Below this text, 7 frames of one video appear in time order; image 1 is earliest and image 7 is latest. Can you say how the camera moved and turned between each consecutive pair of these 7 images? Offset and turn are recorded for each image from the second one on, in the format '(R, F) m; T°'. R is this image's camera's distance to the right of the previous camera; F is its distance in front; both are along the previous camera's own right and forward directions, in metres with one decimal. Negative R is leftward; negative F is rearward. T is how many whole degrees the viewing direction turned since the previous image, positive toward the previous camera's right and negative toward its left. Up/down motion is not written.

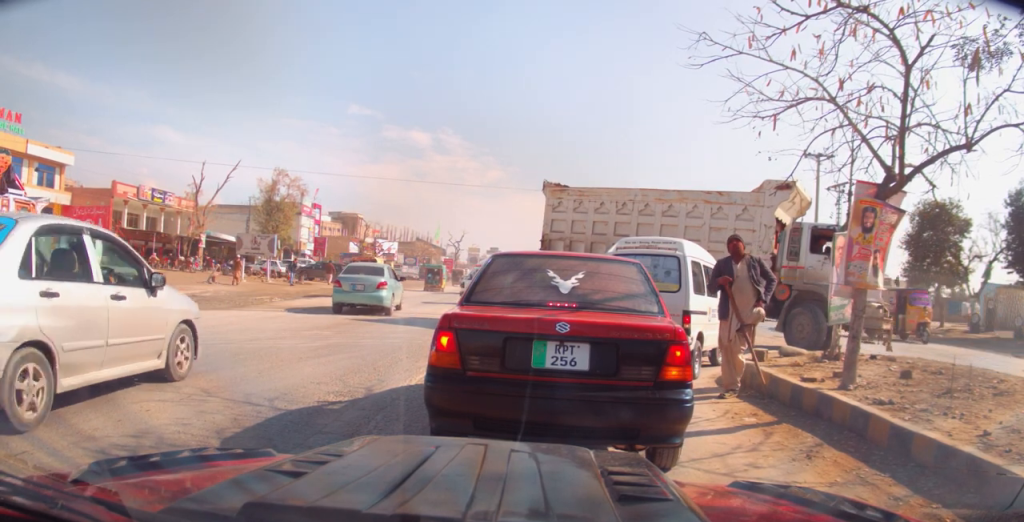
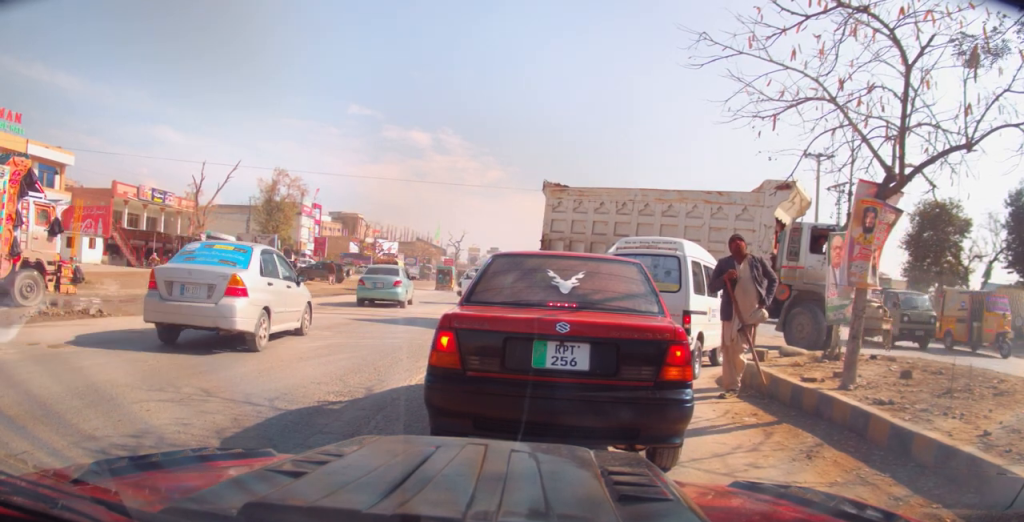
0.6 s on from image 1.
(0.0, 0.0) m; 0°
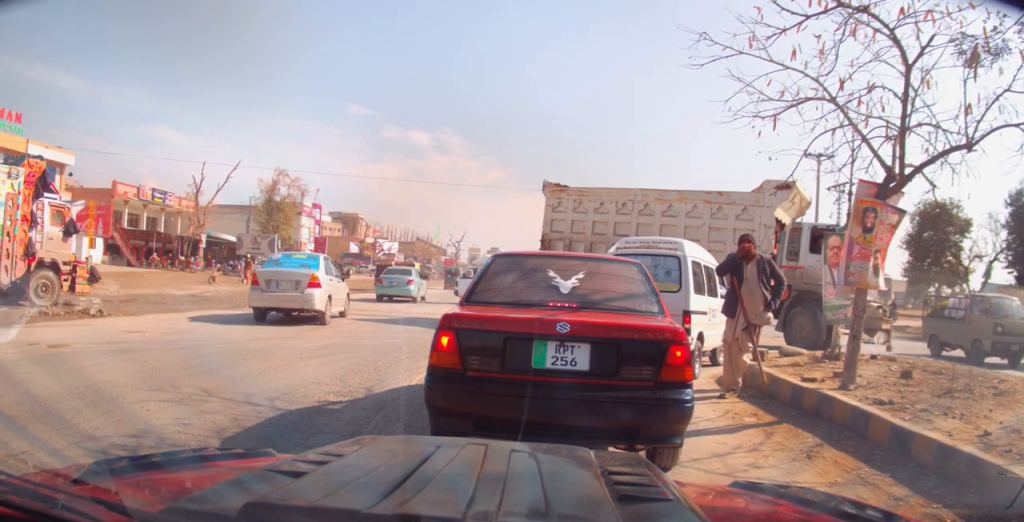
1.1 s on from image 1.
(0.0, 0.0) m; 0°
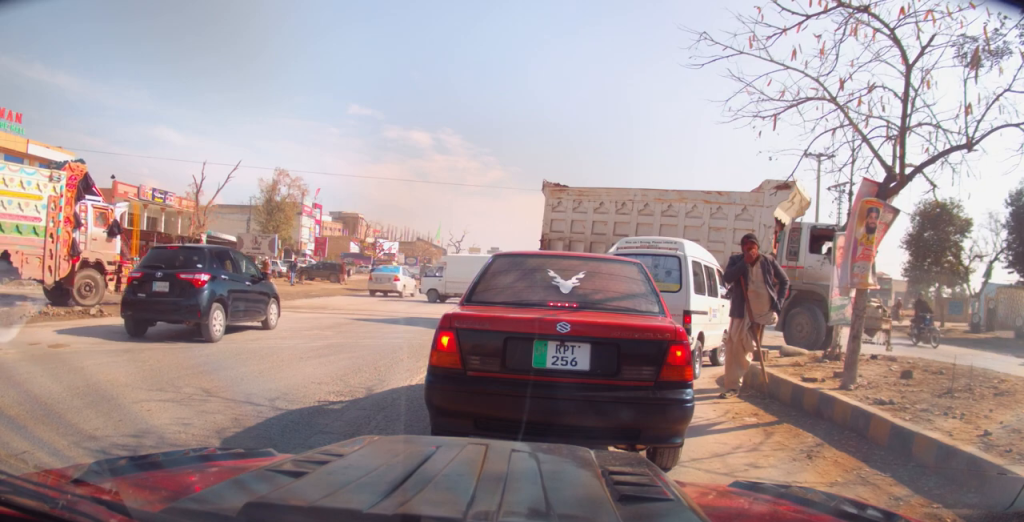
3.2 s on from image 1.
(0.0, 0.0) m; 0°
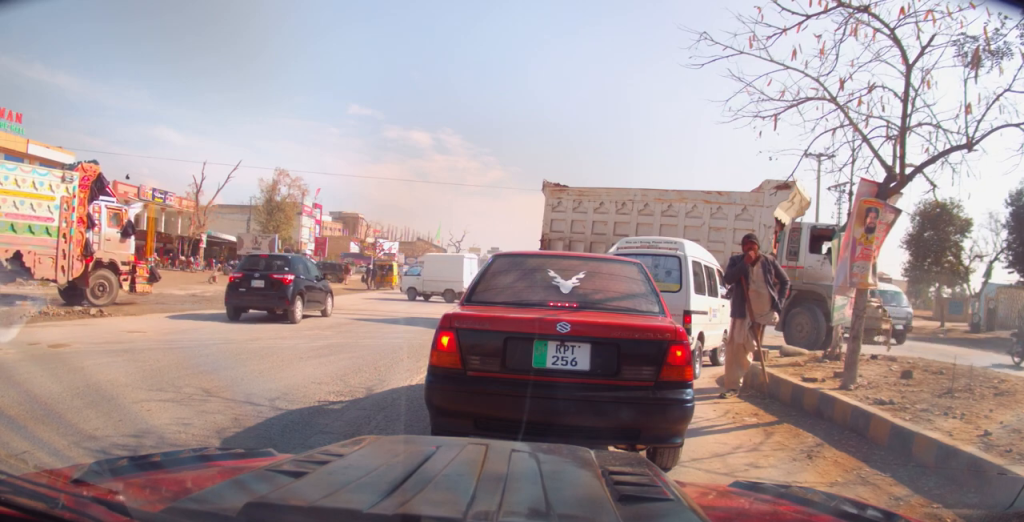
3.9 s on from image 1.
(0.0, 0.0) m; 0°
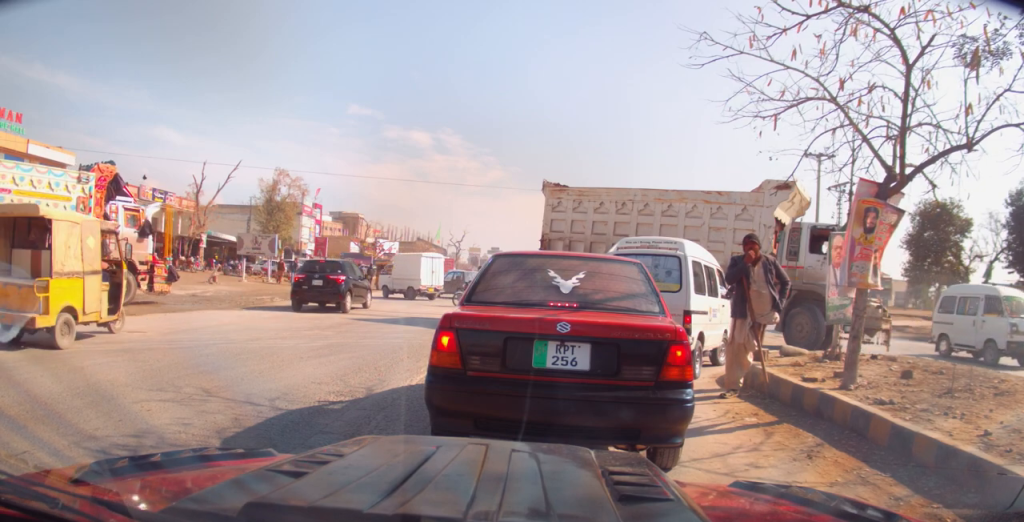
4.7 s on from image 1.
(0.0, 0.0) m; 0°
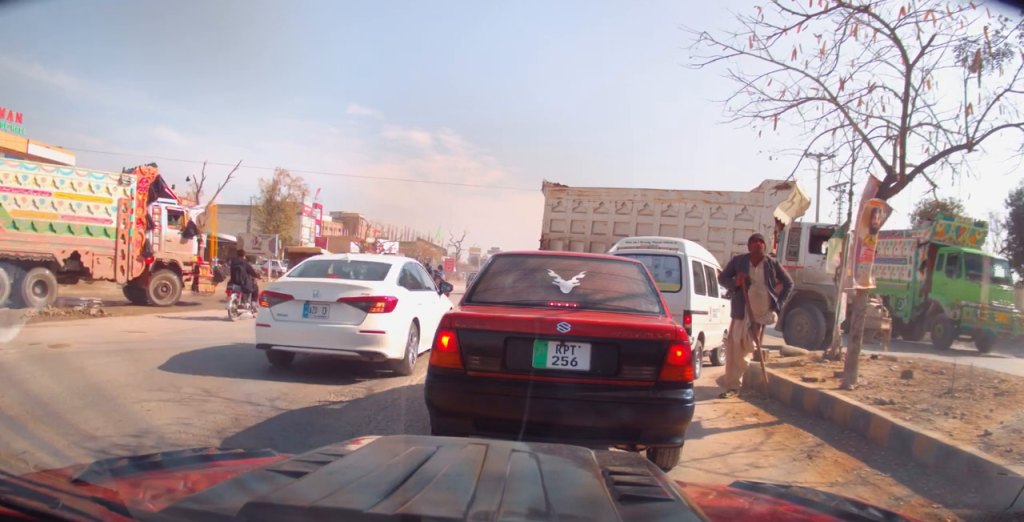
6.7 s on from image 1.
(0.0, 0.0) m; 0°
